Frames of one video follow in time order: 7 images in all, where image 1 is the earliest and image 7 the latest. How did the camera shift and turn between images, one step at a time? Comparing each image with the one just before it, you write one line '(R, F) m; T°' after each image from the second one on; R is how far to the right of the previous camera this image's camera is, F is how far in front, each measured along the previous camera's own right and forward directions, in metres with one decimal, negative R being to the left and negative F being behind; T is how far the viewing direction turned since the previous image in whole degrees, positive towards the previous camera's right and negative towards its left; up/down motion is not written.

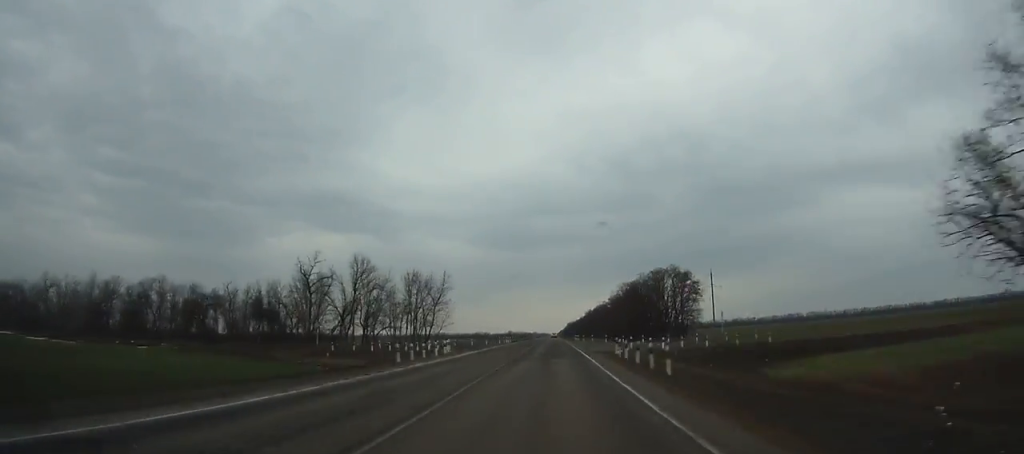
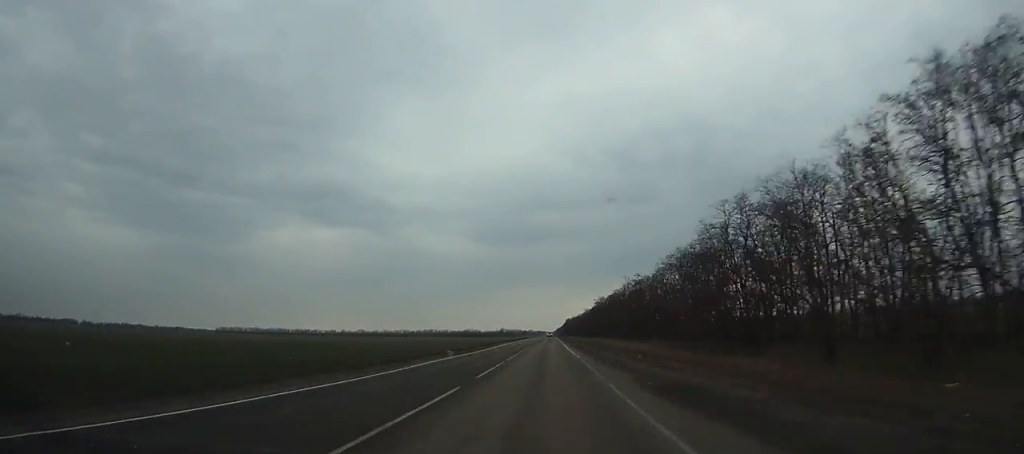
(+0.1, +101.7) m; 0°
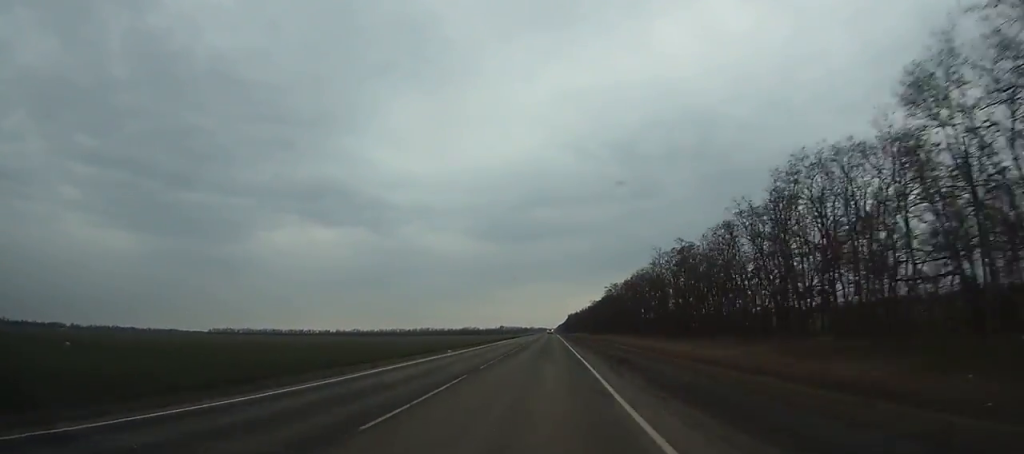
(-0.1, +44.6) m; 0°
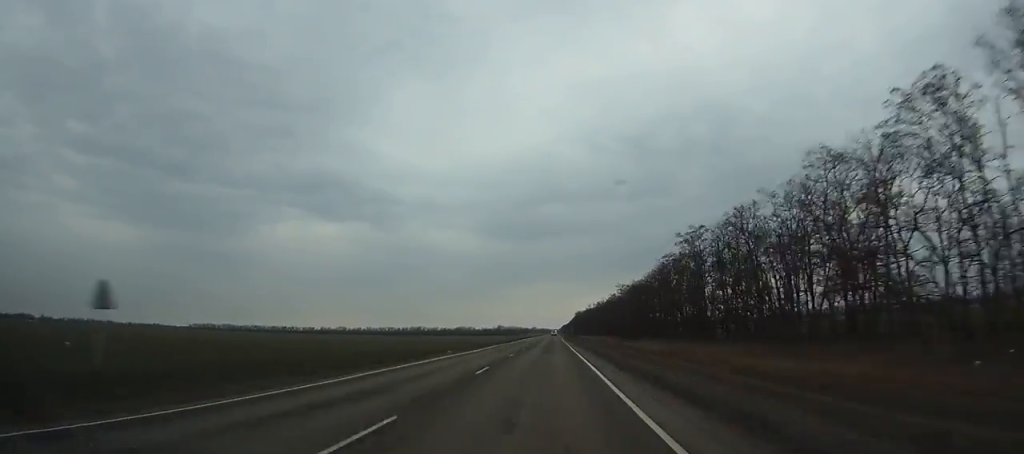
(-0.4, +103.4) m; 0°
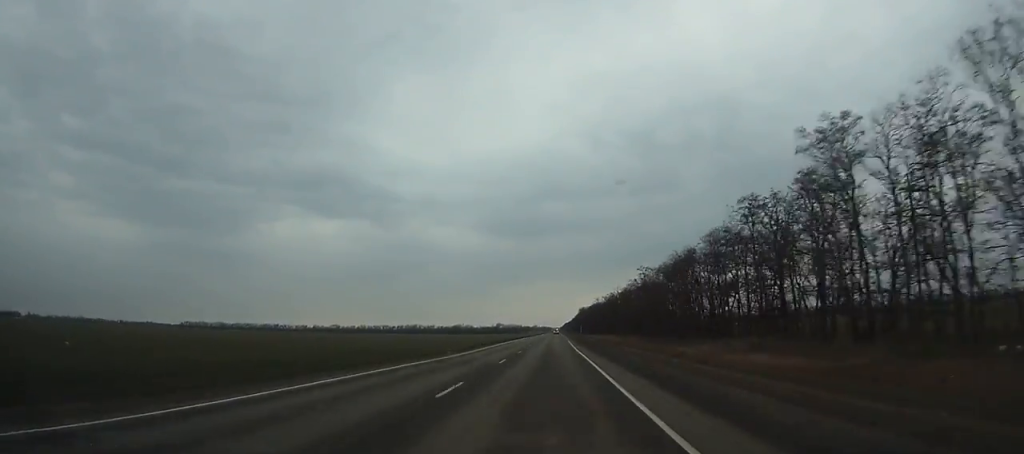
(0.0, +43.0) m; 0°
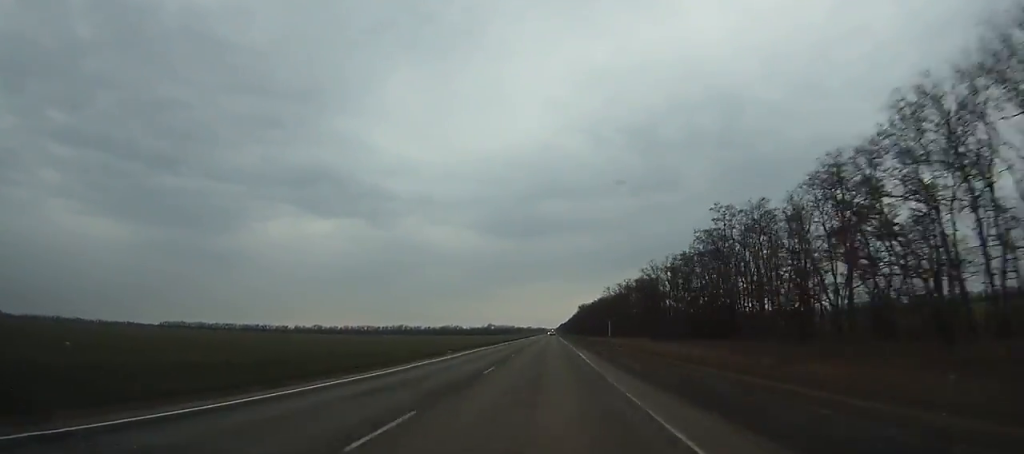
(+0.1, +64.9) m; 0°
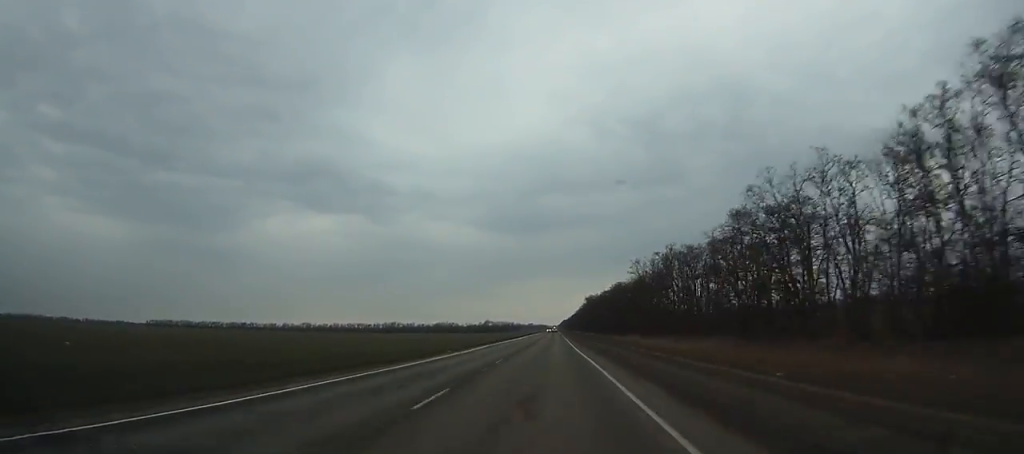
(0.0, +57.1) m; 0°
